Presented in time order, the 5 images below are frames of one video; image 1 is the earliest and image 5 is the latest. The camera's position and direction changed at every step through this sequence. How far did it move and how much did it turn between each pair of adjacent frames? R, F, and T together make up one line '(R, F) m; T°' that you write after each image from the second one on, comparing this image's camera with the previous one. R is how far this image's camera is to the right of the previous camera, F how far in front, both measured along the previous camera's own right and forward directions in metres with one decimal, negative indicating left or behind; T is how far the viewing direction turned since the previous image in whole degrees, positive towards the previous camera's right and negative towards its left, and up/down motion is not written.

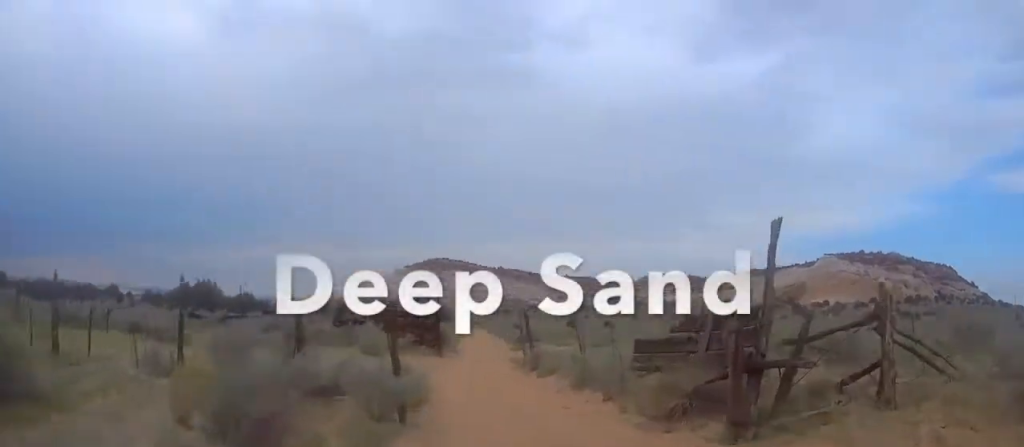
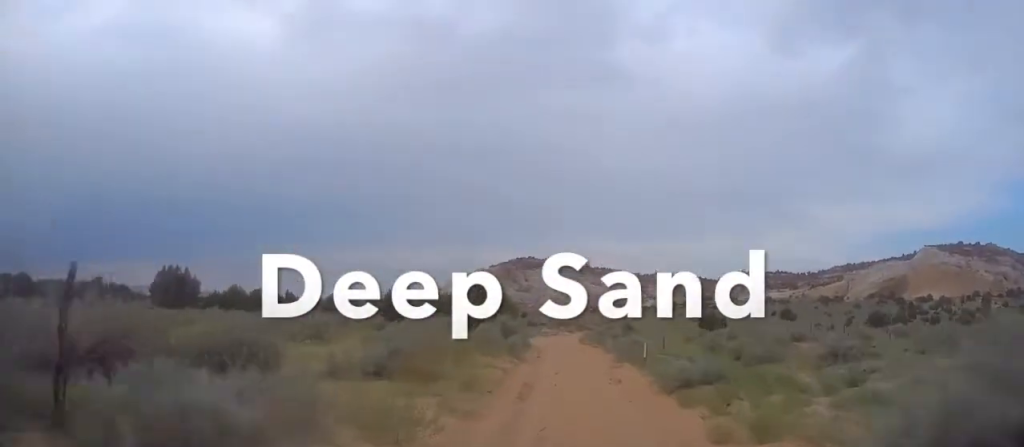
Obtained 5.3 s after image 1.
(-4.7, +38.9) m; -10°
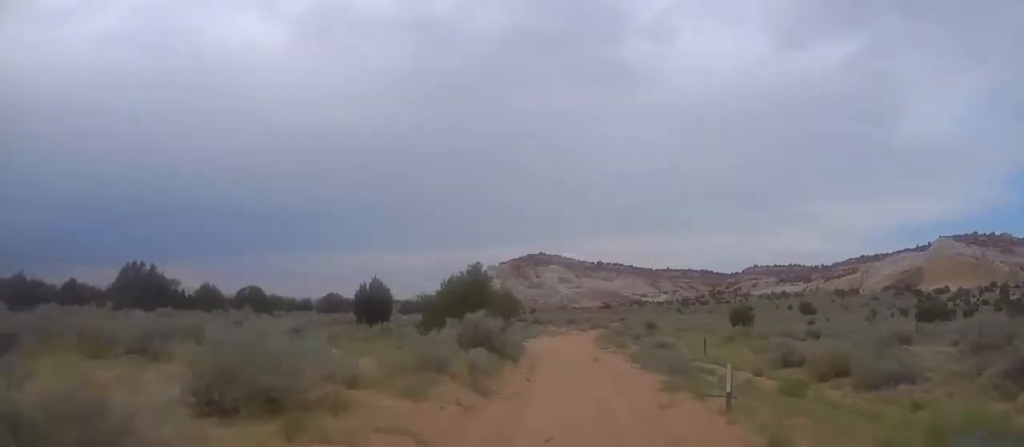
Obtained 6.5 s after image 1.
(+0.5, +9.6) m; -2°
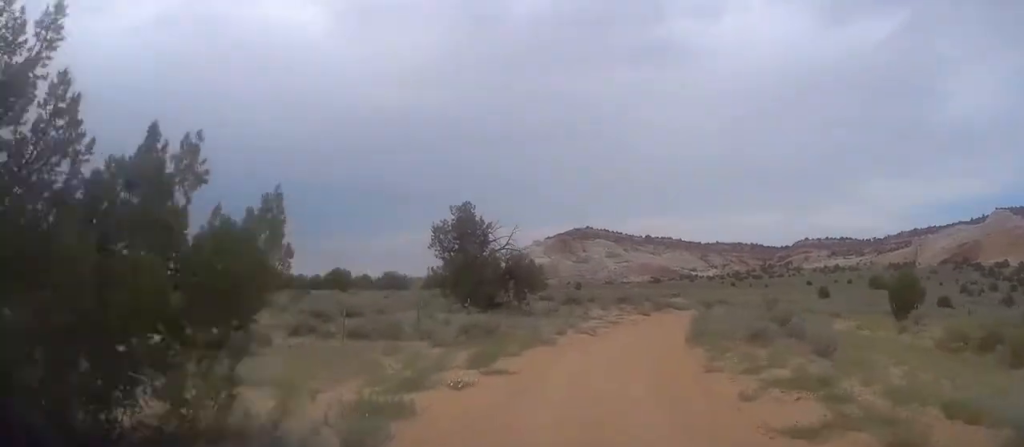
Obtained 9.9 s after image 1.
(-1.3, +26.3) m; +1°
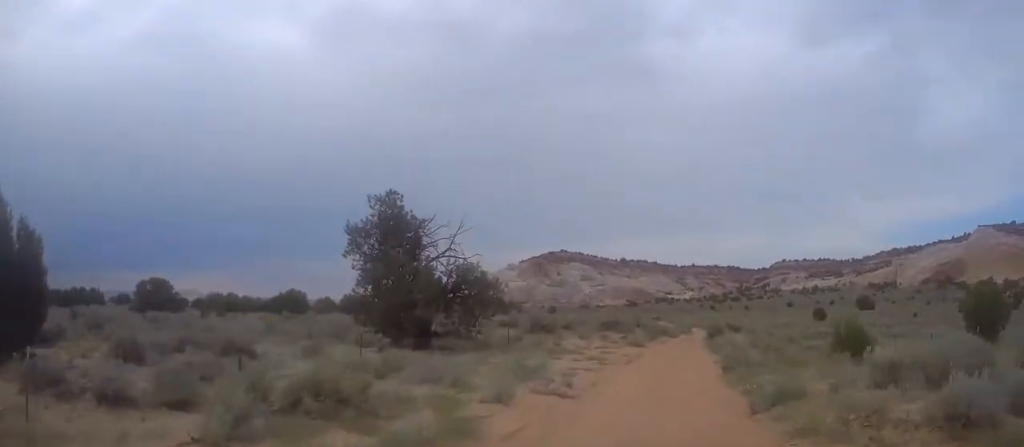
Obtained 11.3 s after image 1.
(+0.4, +11.7) m; +3°
